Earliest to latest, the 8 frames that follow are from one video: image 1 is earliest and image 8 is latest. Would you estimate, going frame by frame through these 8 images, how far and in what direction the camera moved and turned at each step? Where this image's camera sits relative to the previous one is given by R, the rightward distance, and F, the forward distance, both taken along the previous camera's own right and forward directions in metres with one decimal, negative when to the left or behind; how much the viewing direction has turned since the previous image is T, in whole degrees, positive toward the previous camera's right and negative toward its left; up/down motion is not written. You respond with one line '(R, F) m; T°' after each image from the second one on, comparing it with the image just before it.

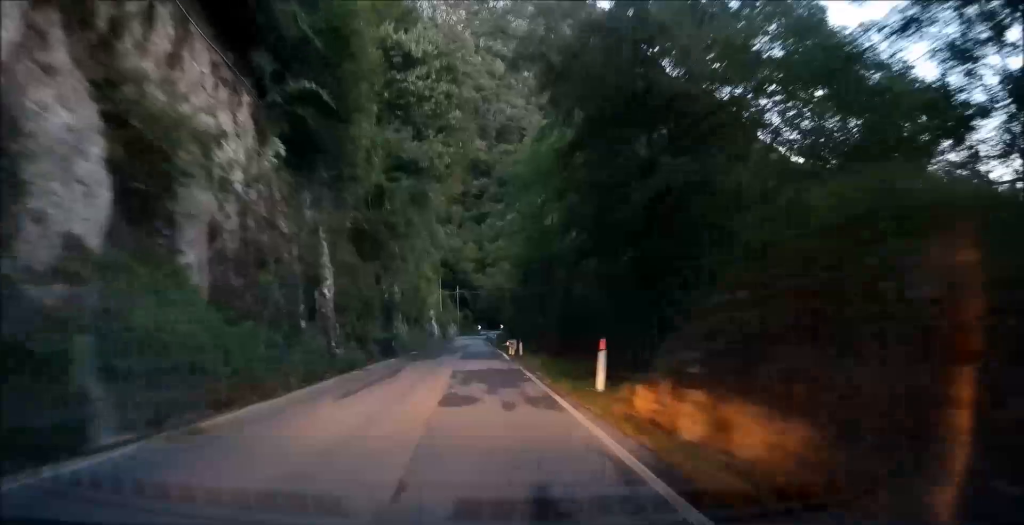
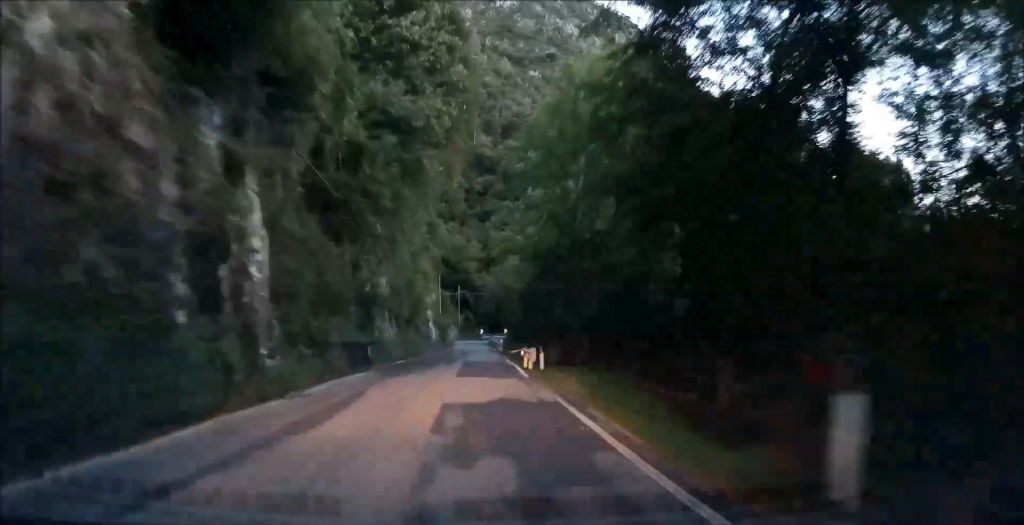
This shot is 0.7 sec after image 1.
(-0.3, +7.3) m; -2°
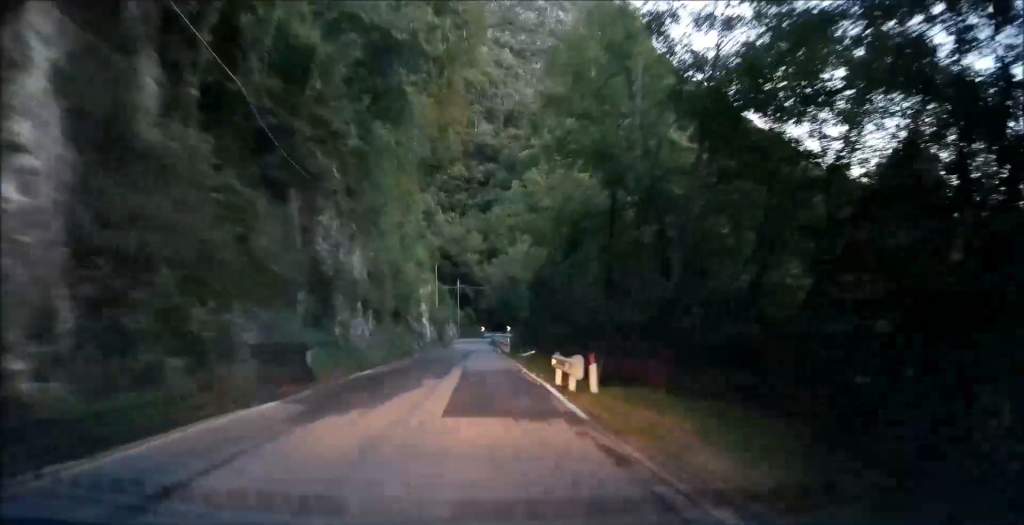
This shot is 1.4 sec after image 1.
(-0.2, +8.1) m; -2°
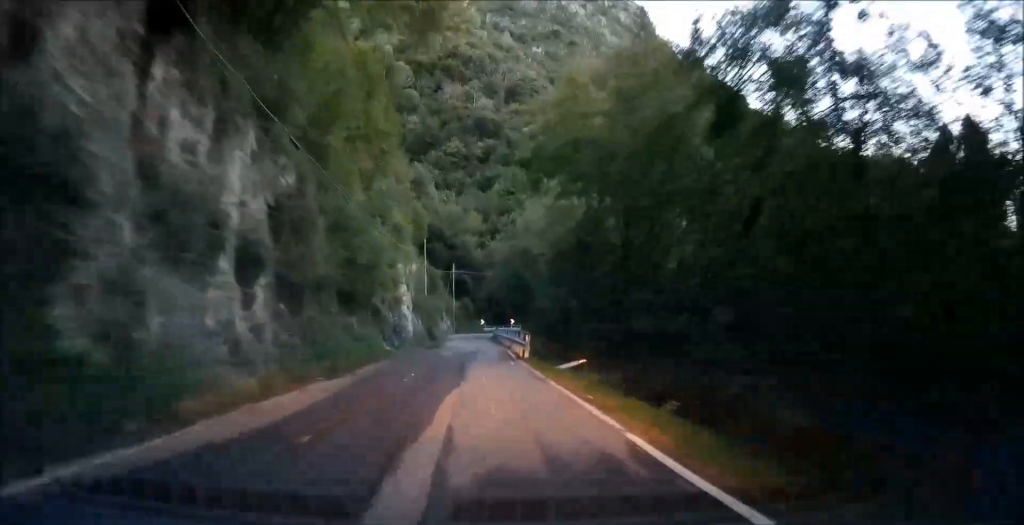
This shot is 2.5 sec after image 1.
(-0.2, +14.3) m; -1°
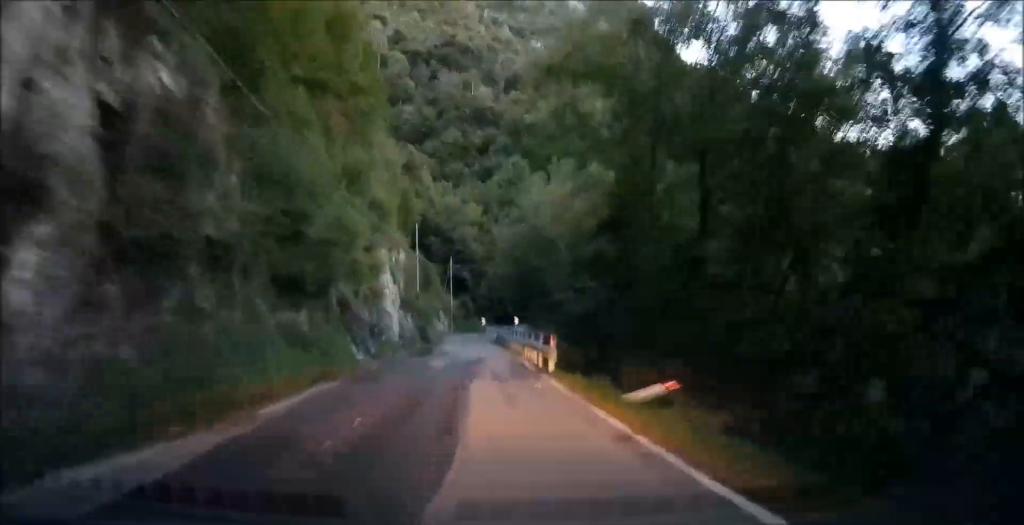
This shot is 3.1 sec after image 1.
(-0.1, +7.9) m; 0°
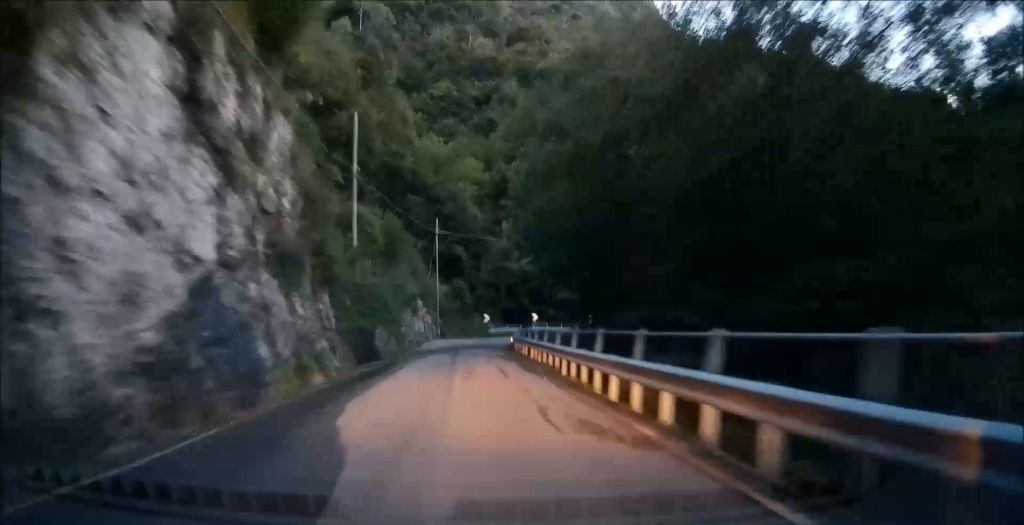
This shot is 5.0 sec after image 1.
(+0.6, +26.2) m; +1°
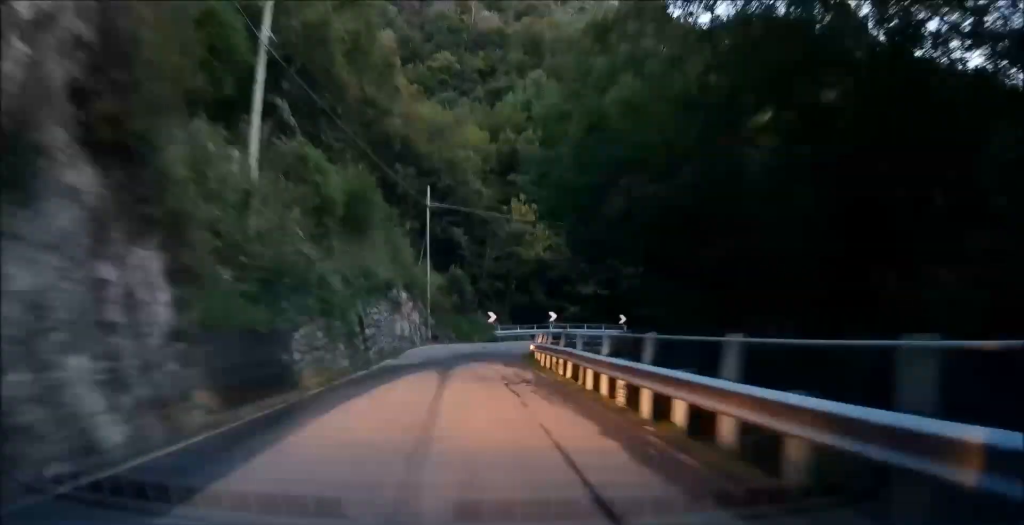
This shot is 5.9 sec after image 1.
(0.0, +11.5) m; +2°
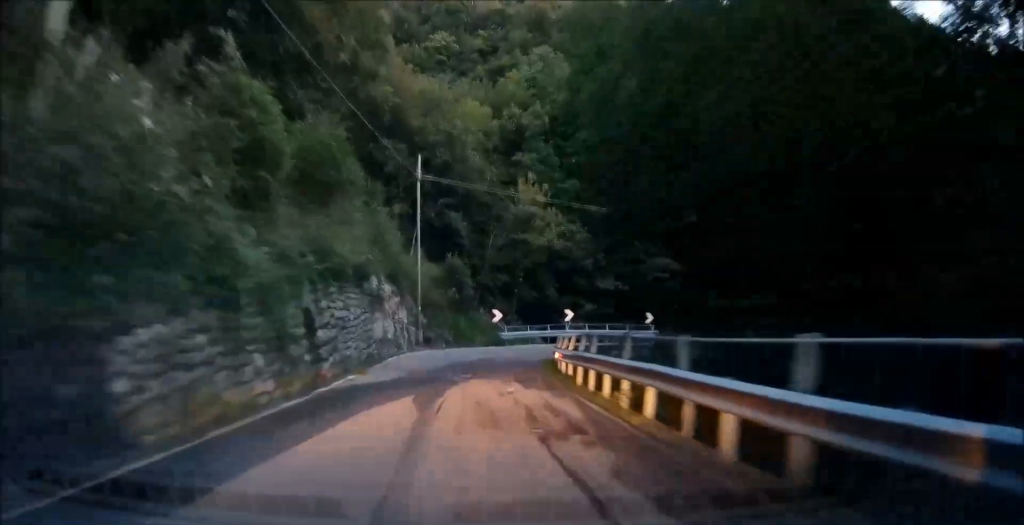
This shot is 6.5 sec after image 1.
(+0.2, +7.1) m; +1°
